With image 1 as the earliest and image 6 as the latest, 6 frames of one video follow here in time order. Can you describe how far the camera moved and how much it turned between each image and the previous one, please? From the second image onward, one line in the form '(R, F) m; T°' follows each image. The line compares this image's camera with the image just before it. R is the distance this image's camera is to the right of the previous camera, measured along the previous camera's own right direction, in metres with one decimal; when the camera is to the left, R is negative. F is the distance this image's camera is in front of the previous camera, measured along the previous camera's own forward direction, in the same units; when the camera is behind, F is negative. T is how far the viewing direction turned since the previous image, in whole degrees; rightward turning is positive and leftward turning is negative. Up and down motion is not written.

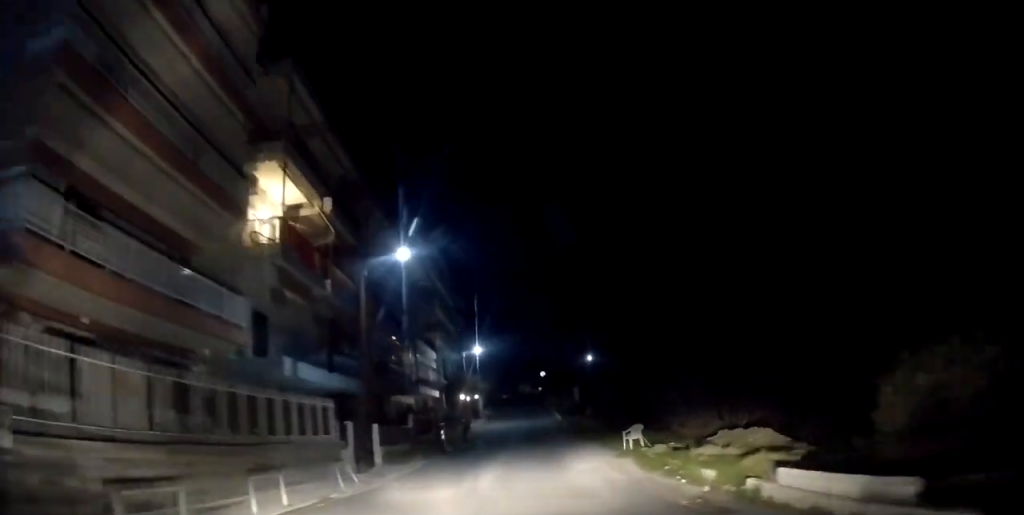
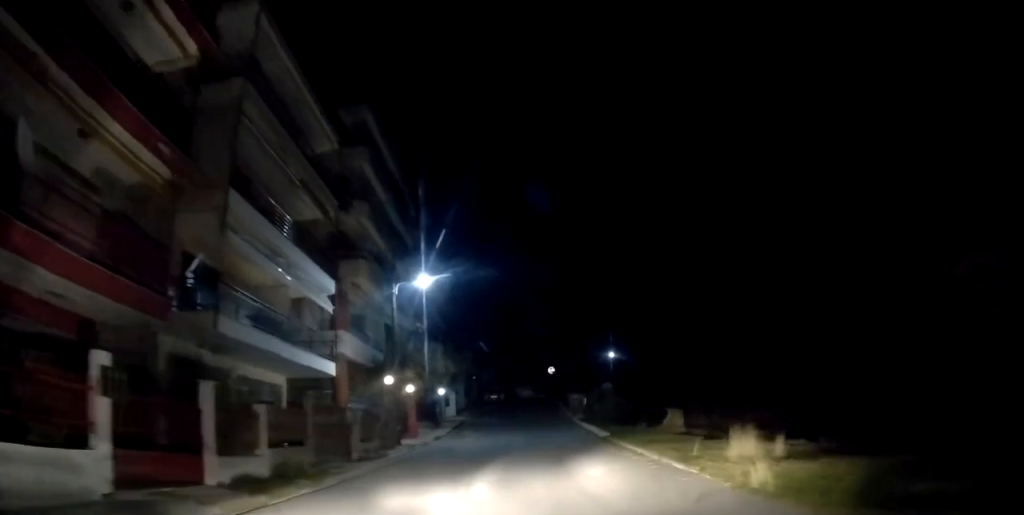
(+0.1, +24.9) m; 0°
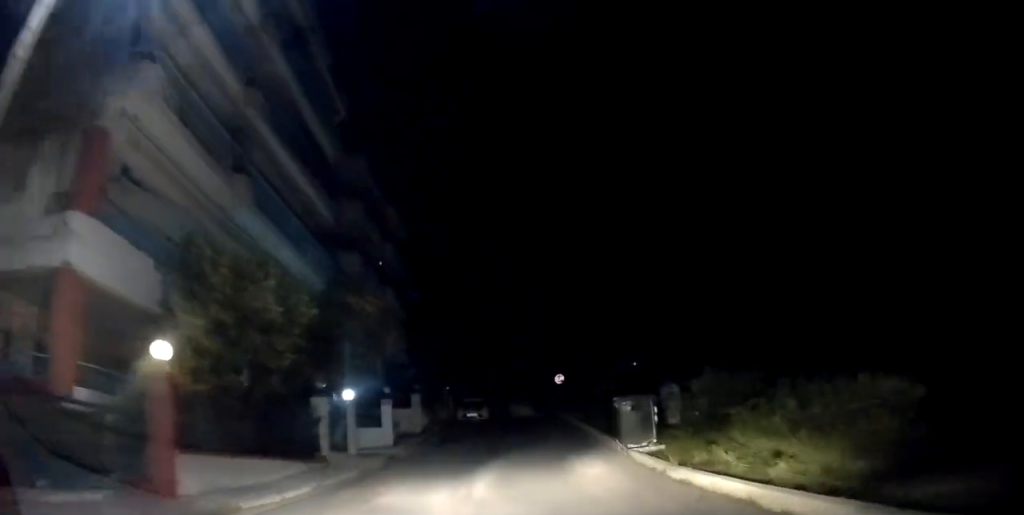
(-0.3, +17.8) m; 0°
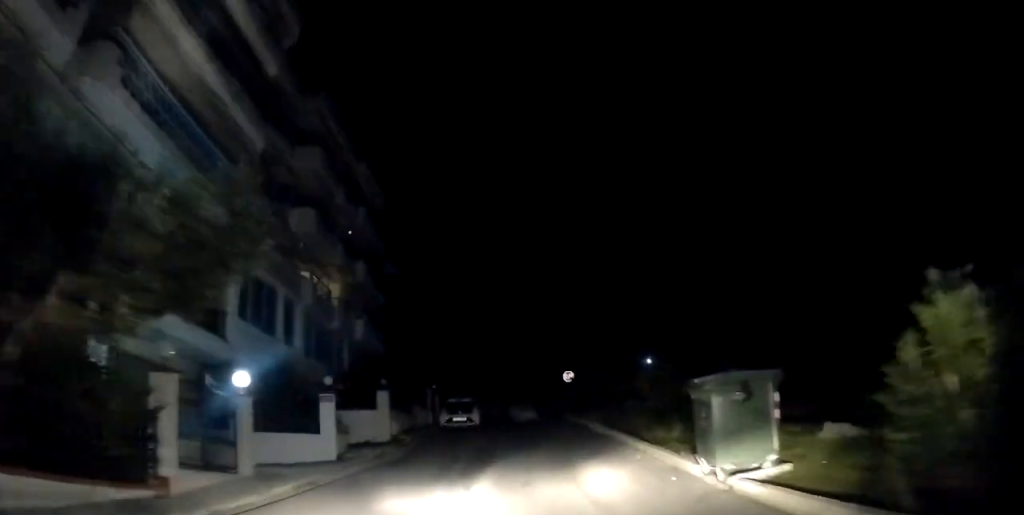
(0.0, +7.2) m; +2°
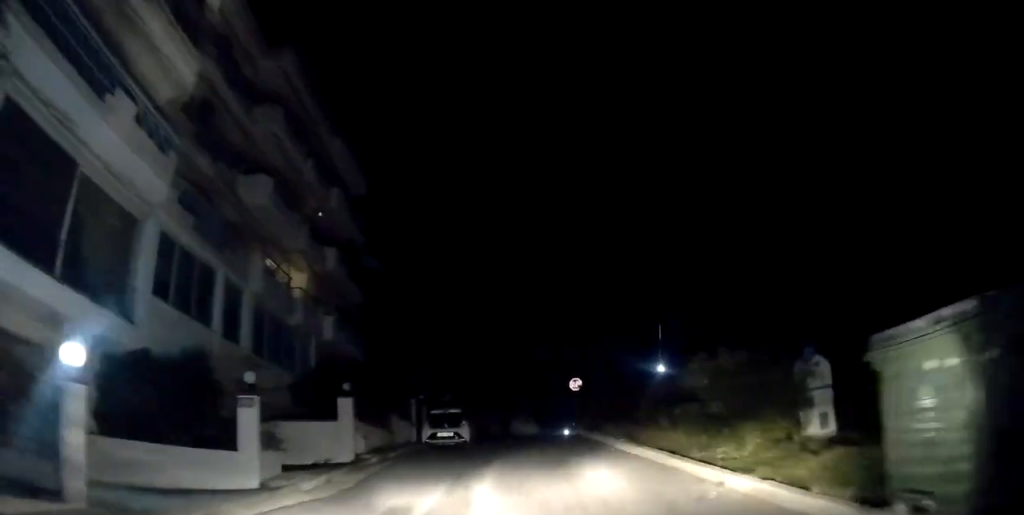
(+0.2, +4.8) m; +1°
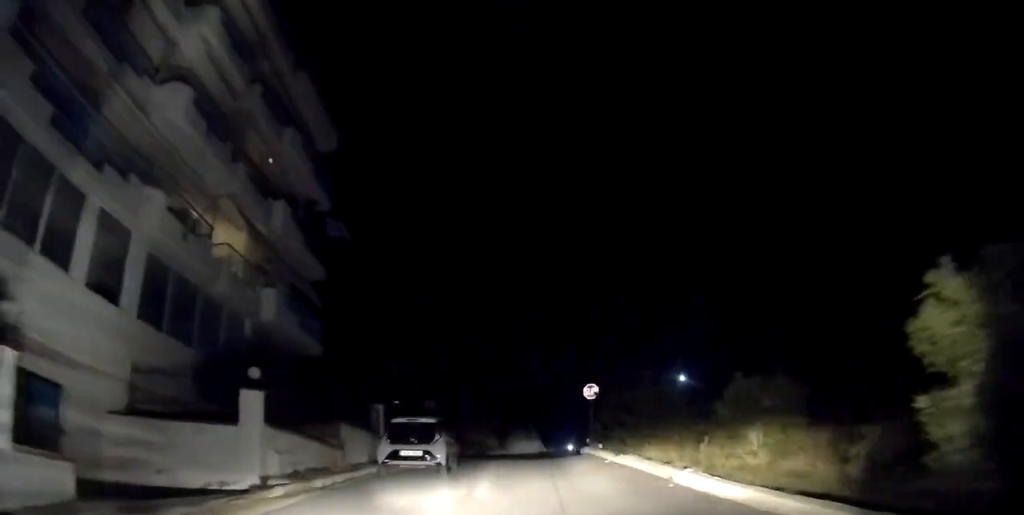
(+0.1, +6.5) m; -1°
